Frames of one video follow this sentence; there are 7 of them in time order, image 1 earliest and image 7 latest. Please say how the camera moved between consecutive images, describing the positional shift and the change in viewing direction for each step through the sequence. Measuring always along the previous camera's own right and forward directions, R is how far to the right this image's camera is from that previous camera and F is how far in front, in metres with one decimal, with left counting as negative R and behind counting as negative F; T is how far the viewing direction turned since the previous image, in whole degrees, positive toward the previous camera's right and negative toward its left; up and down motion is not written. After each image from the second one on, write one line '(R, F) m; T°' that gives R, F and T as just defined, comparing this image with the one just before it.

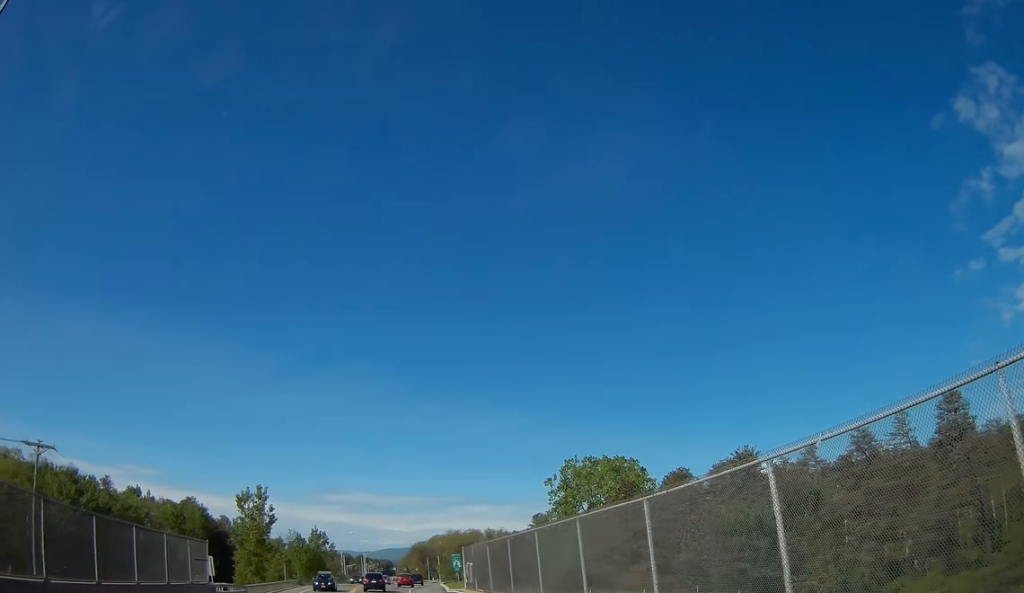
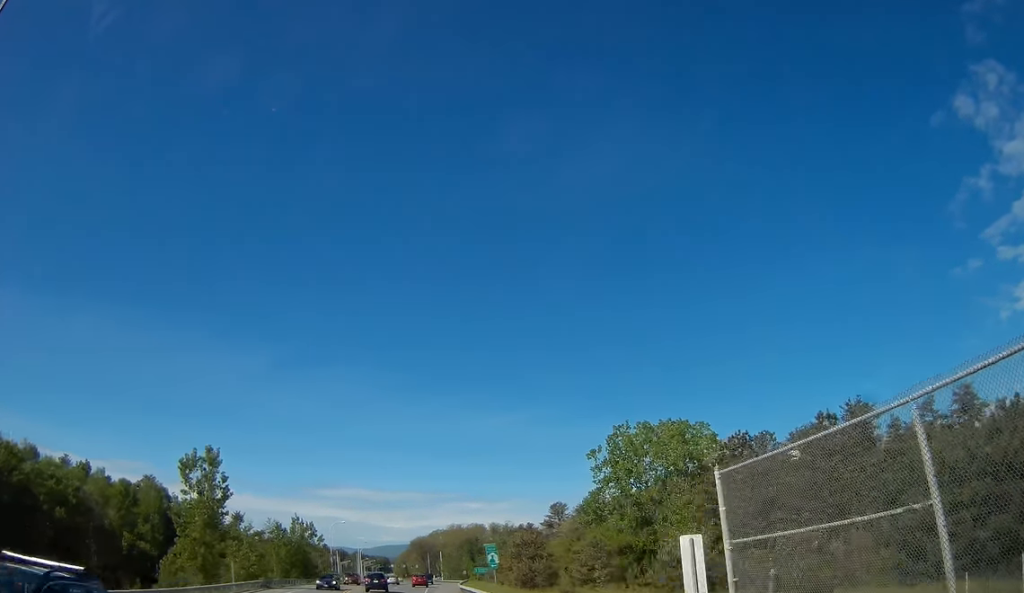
(0.0, +21.9) m; 0°
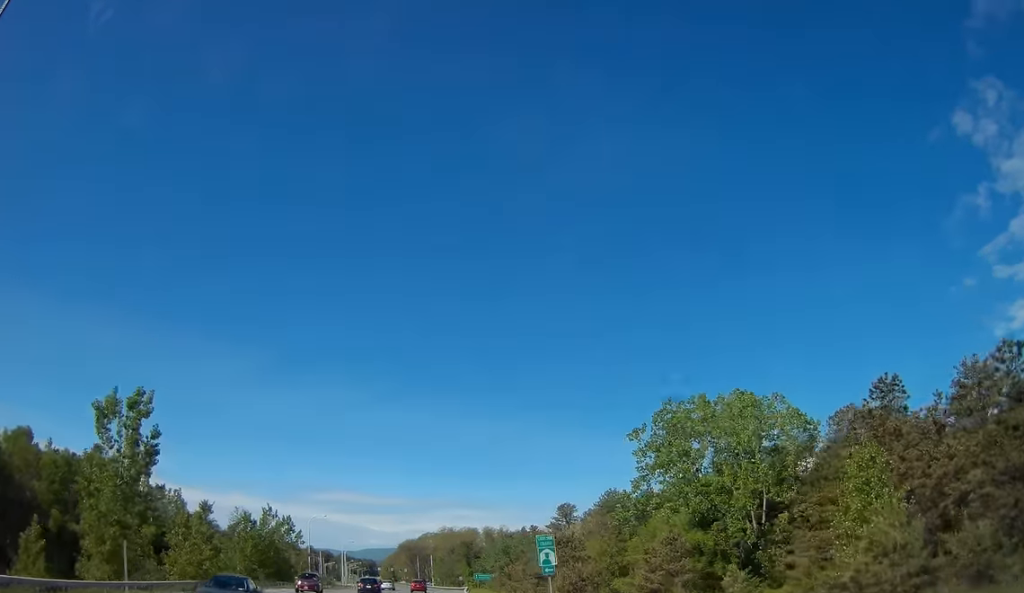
(0.0, +16.6) m; 0°
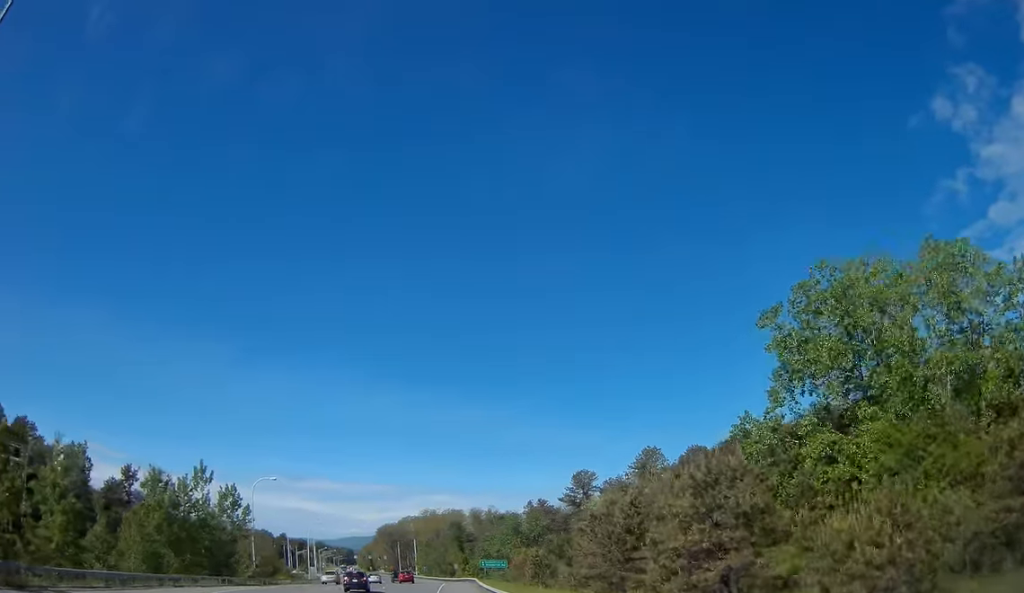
(+0.4, +27.5) m; +2°
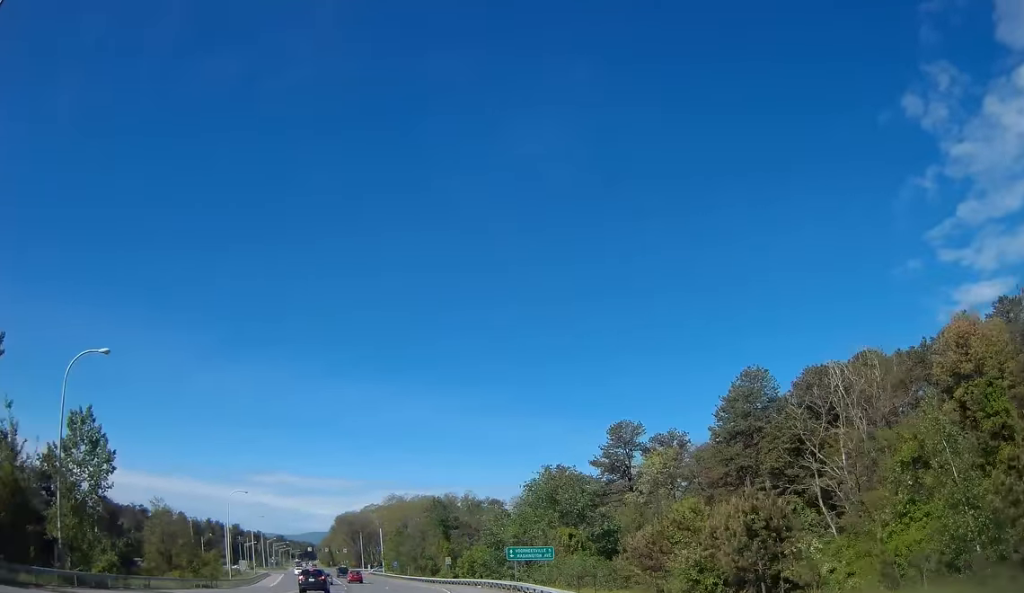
(+0.9, +34.8) m; +3°
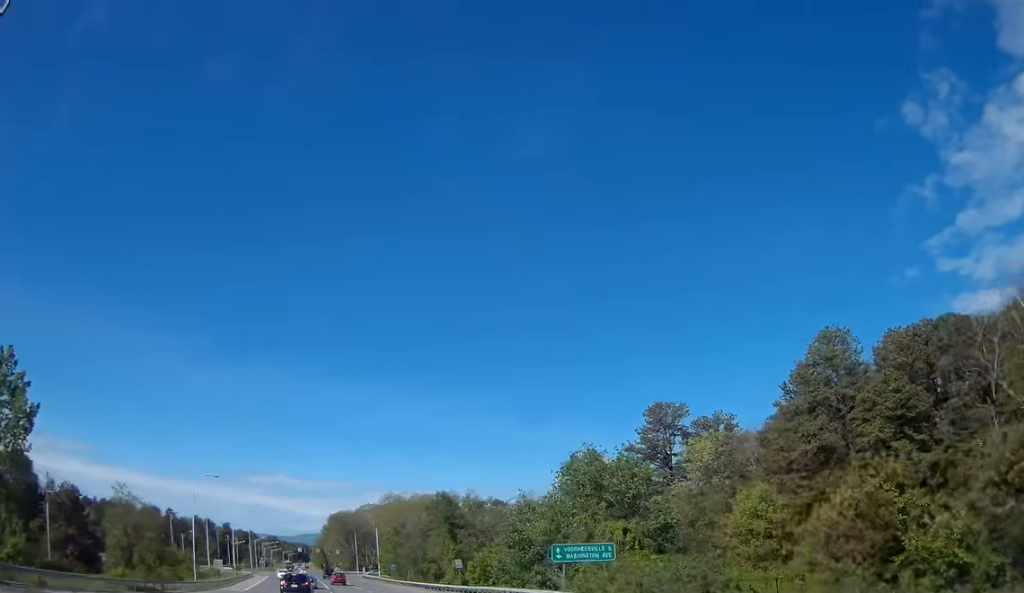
(0.0, +12.6) m; 0°
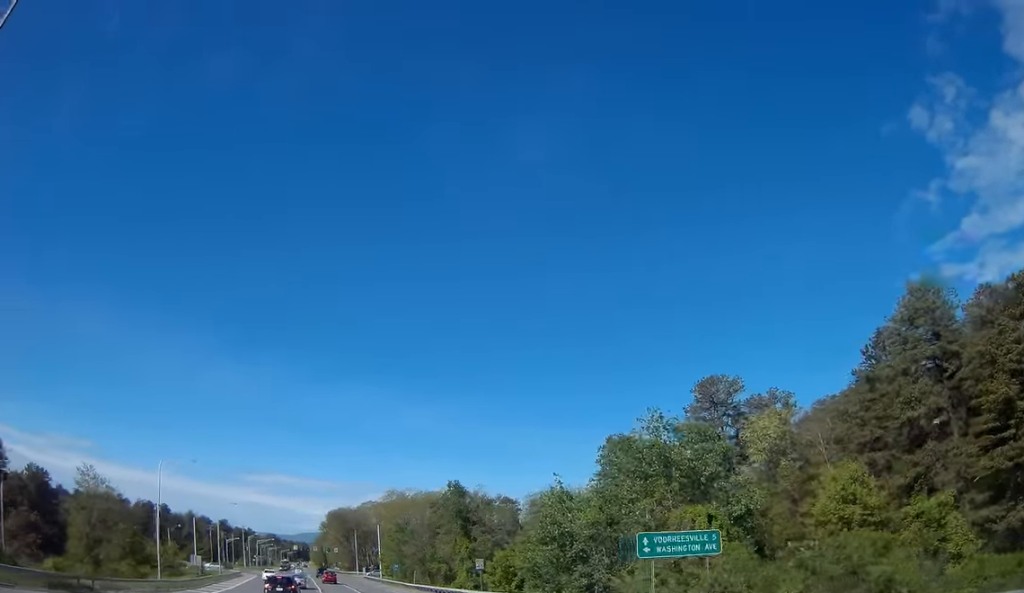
(0.0, +10.8) m; 0°
